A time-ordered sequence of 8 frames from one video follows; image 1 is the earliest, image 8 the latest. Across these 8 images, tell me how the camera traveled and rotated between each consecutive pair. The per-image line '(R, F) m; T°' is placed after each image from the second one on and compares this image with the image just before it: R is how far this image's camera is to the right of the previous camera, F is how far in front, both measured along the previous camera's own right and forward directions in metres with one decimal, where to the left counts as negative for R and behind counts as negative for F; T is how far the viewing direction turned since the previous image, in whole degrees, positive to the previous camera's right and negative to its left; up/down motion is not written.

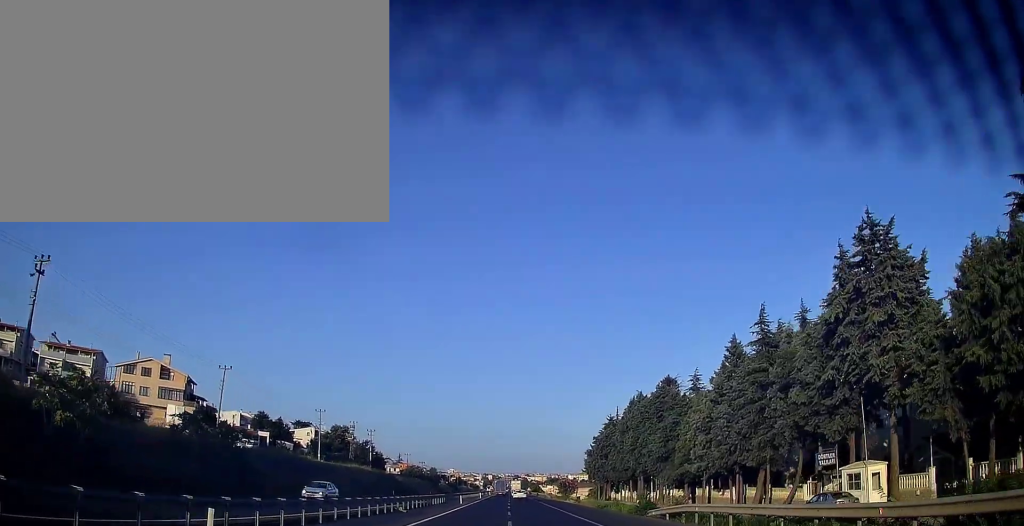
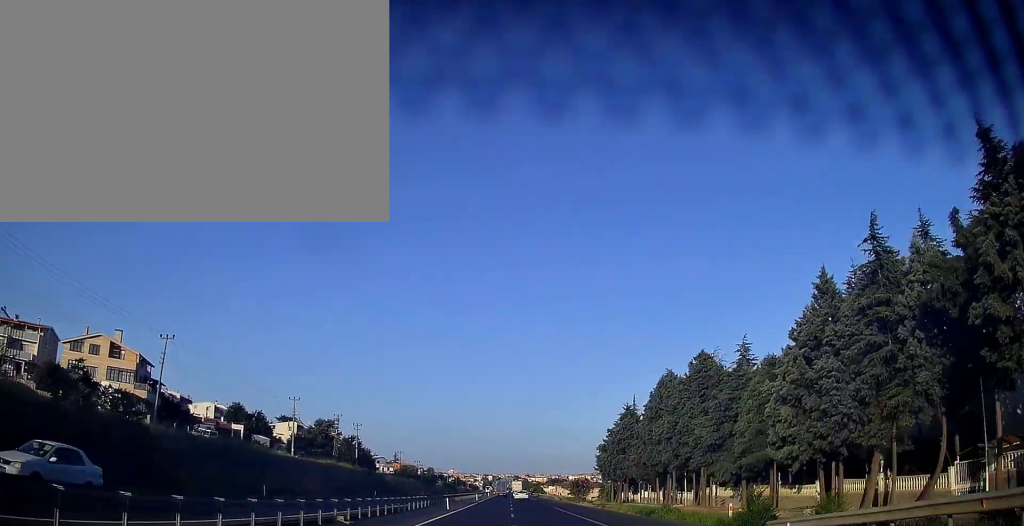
(0.0, +13.7) m; 0°
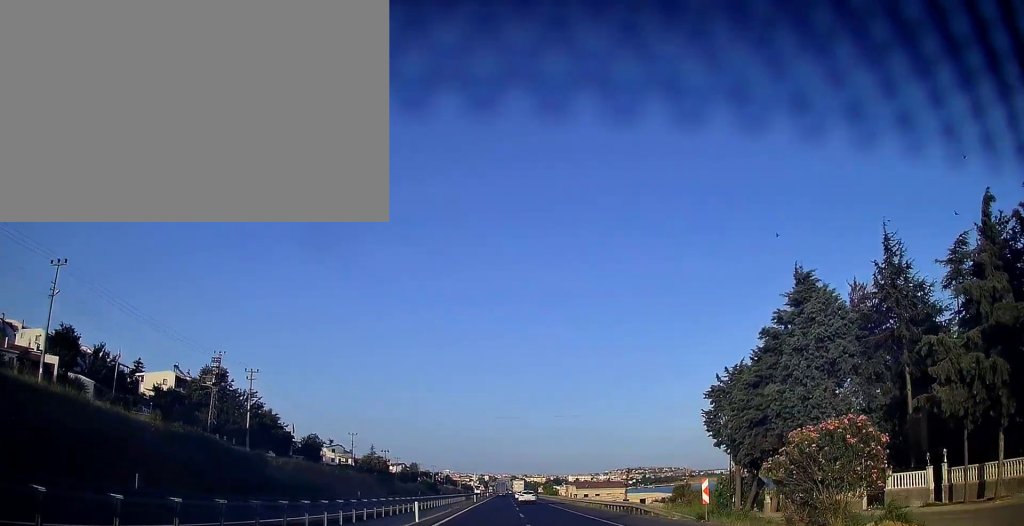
(+0.1, +59.0) m; 0°
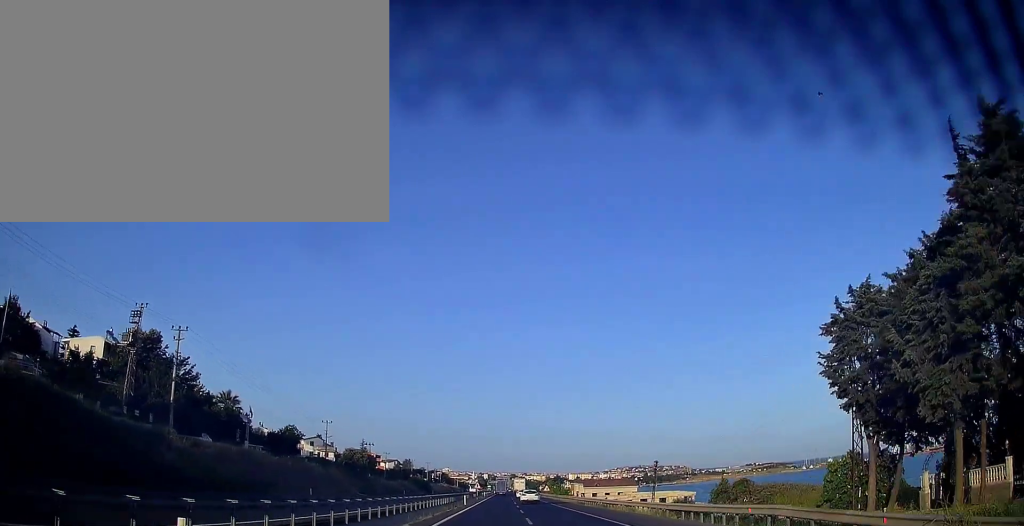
(+0.1, +20.7) m; 0°
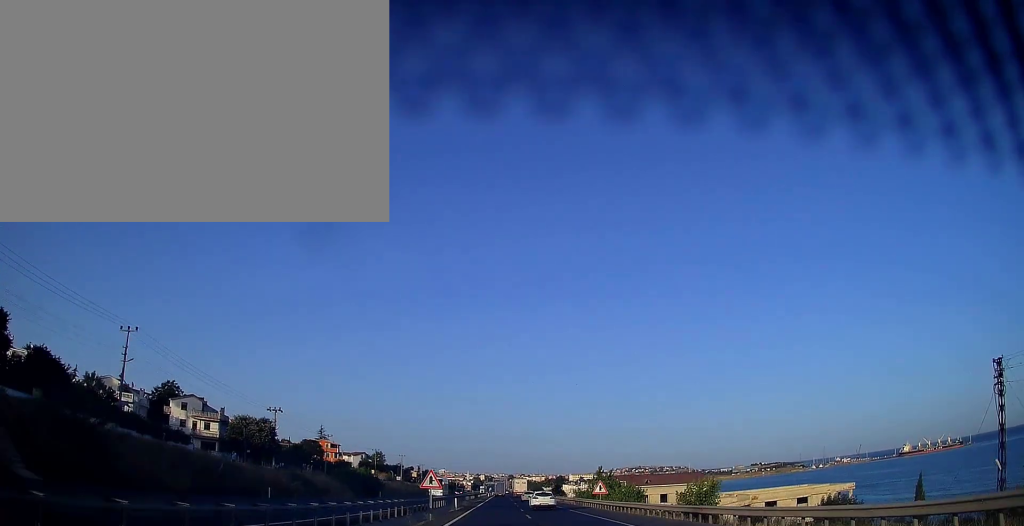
(-0.2, +63.8) m; 0°
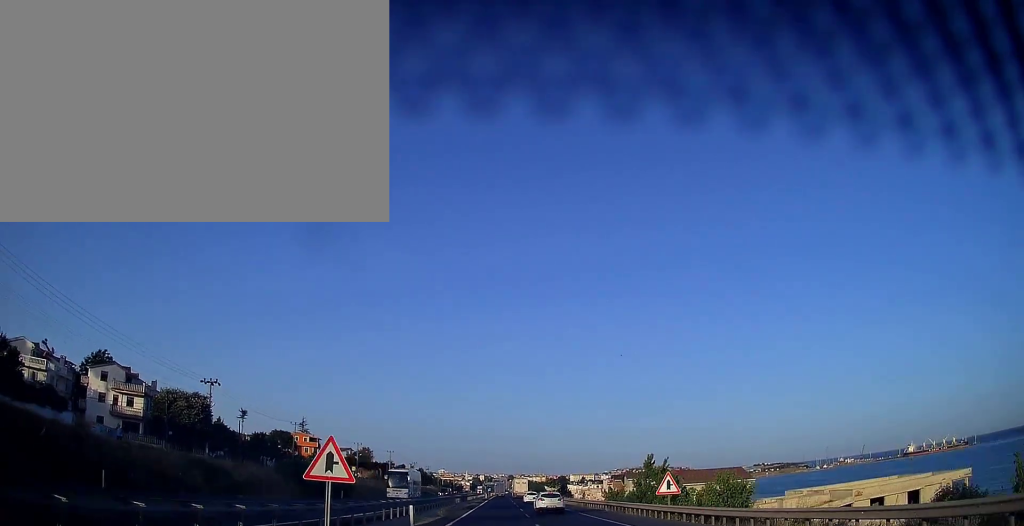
(0.0, +21.5) m; 0°
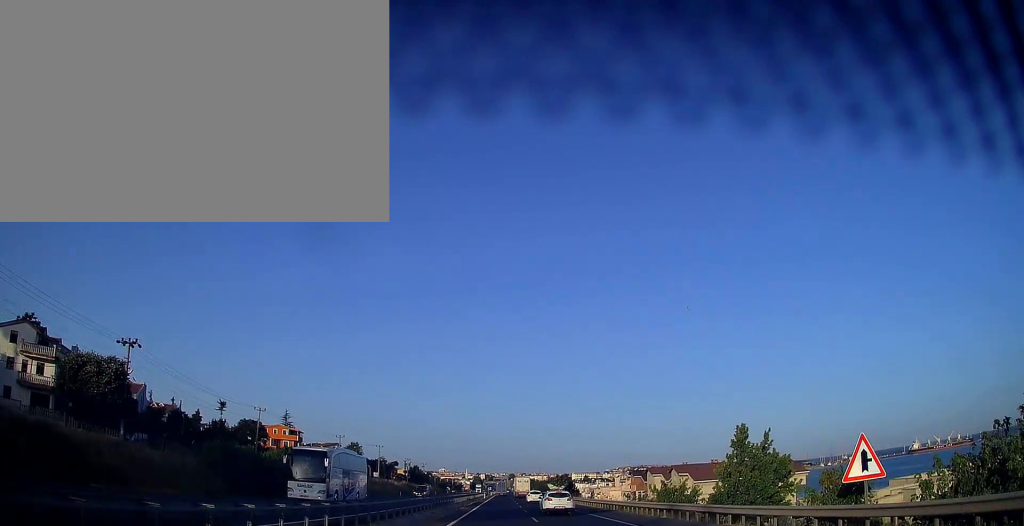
(0.0, +18.6) m; 0°
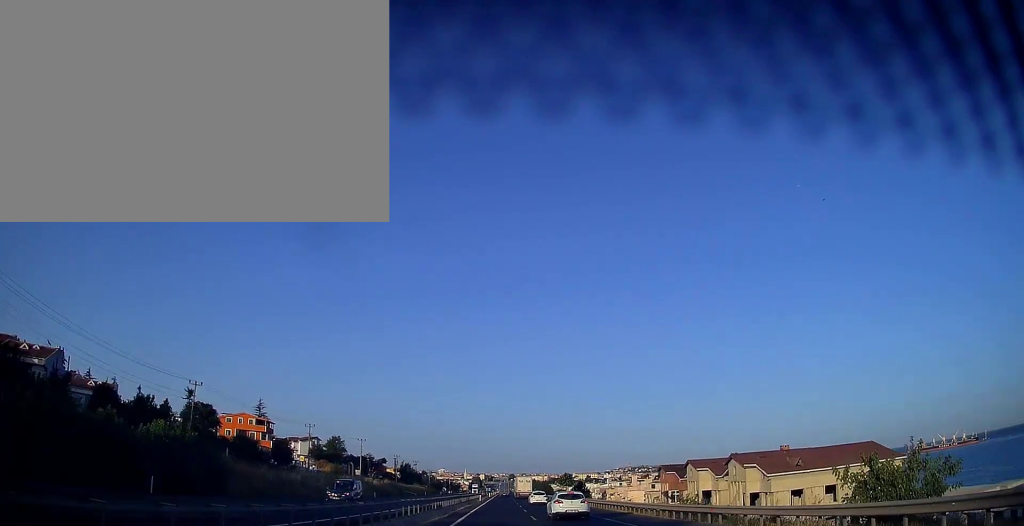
(0.0, +21.5) m; 0°
